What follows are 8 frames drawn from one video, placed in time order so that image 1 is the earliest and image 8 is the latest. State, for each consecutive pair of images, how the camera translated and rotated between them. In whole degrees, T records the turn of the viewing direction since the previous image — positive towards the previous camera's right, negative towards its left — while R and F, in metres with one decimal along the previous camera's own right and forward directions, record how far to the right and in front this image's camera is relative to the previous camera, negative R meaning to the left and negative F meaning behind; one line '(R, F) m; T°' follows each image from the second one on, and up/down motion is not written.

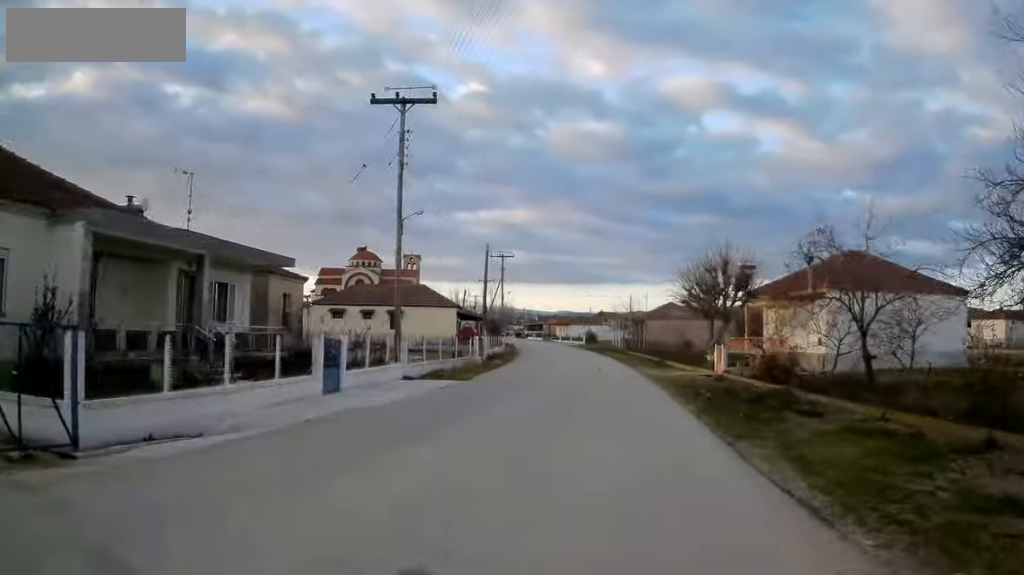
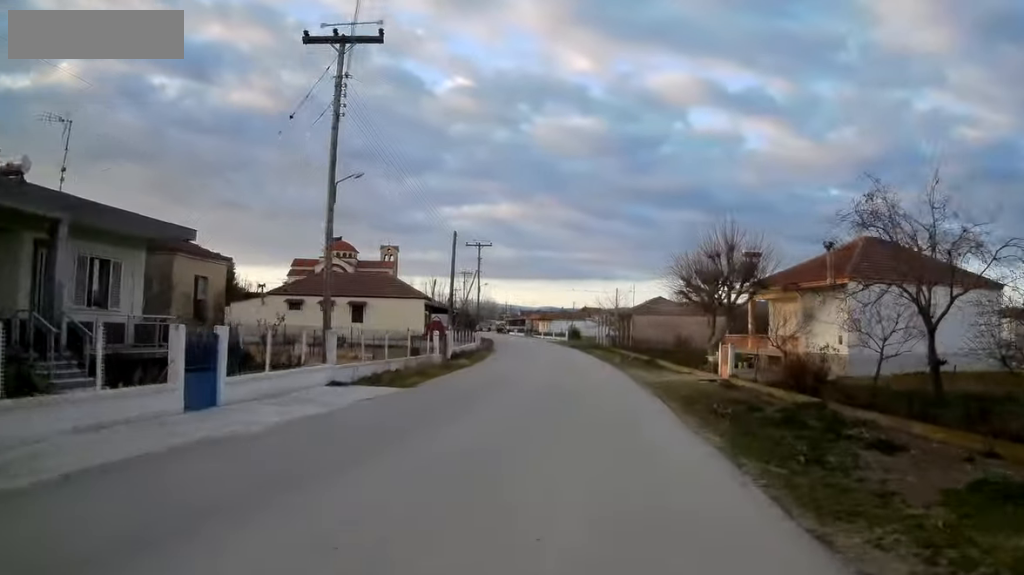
(+0.1, +5.1) m; +4°
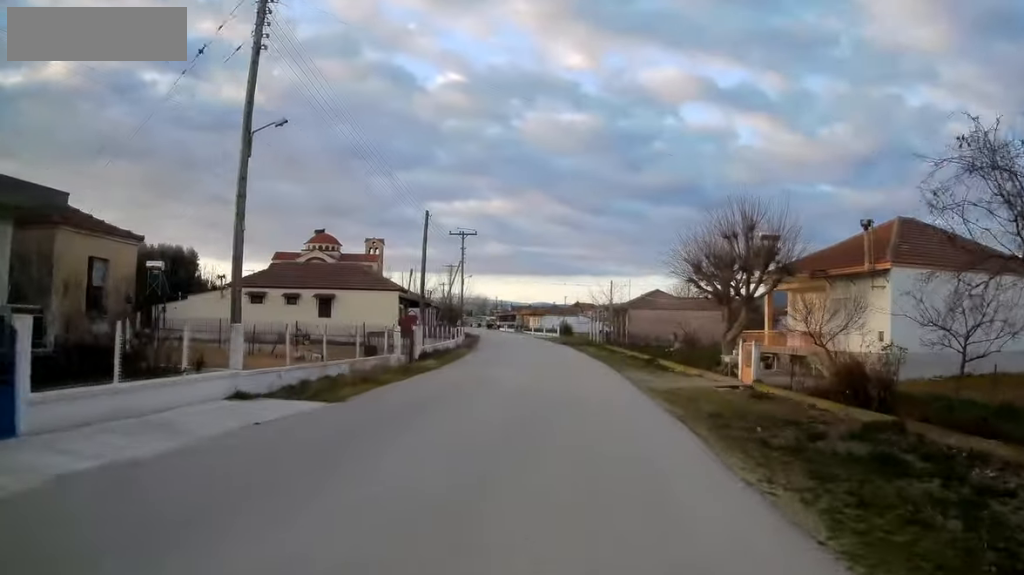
(+0.2, +4.8) m; +2°
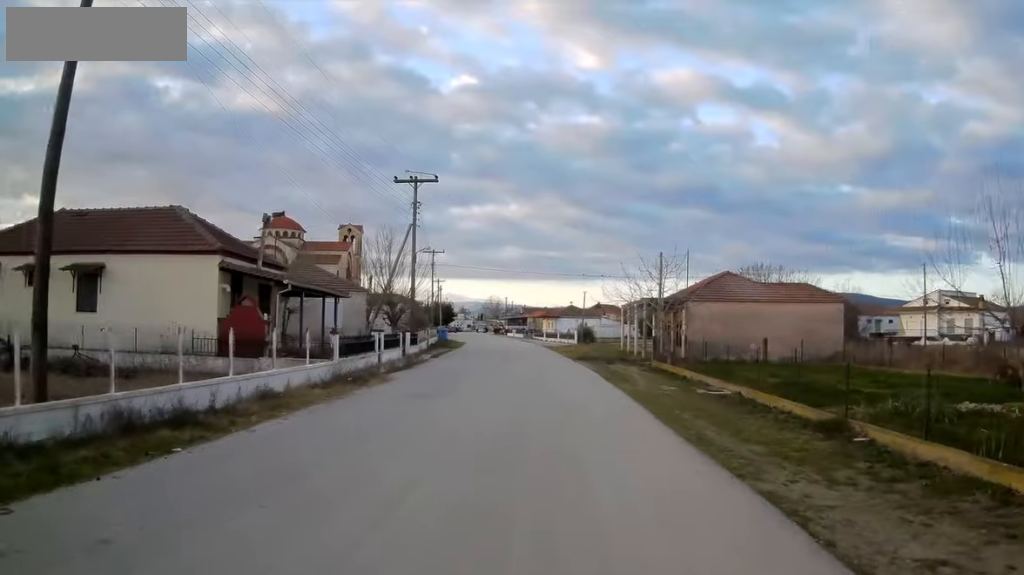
(+1.5, +24.1) m; +5°
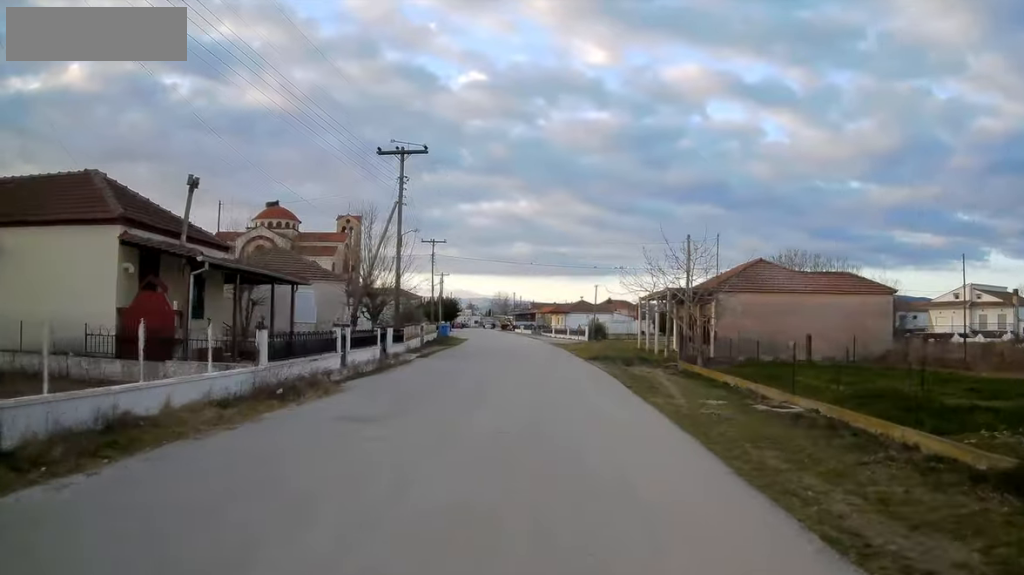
(0.0, +5.4) m; 0°
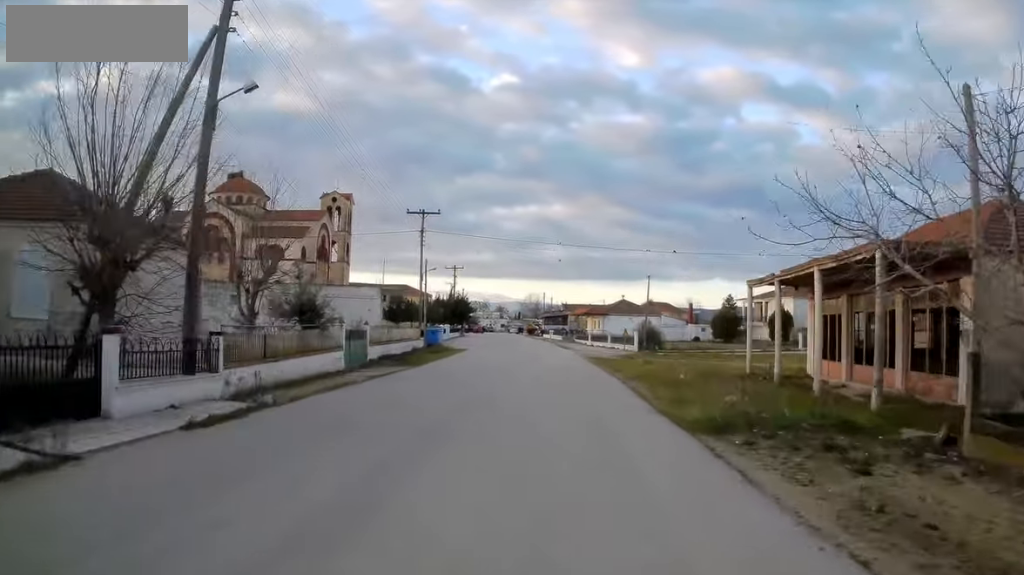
(-0.9, +20.2) m; -5°
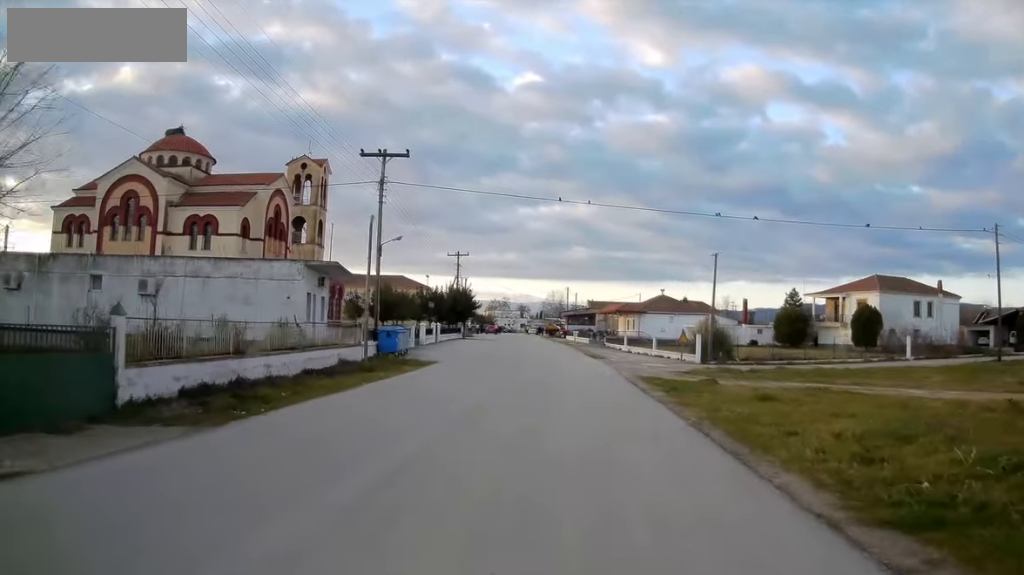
(-0.1, +17.4) m; -1°
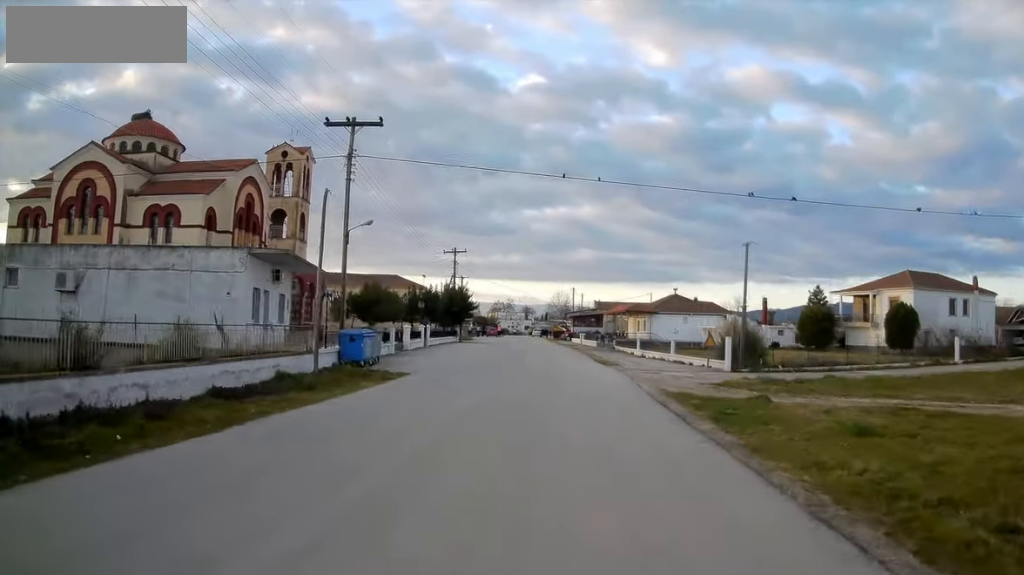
(+0.1, +6.0) m; 0°
